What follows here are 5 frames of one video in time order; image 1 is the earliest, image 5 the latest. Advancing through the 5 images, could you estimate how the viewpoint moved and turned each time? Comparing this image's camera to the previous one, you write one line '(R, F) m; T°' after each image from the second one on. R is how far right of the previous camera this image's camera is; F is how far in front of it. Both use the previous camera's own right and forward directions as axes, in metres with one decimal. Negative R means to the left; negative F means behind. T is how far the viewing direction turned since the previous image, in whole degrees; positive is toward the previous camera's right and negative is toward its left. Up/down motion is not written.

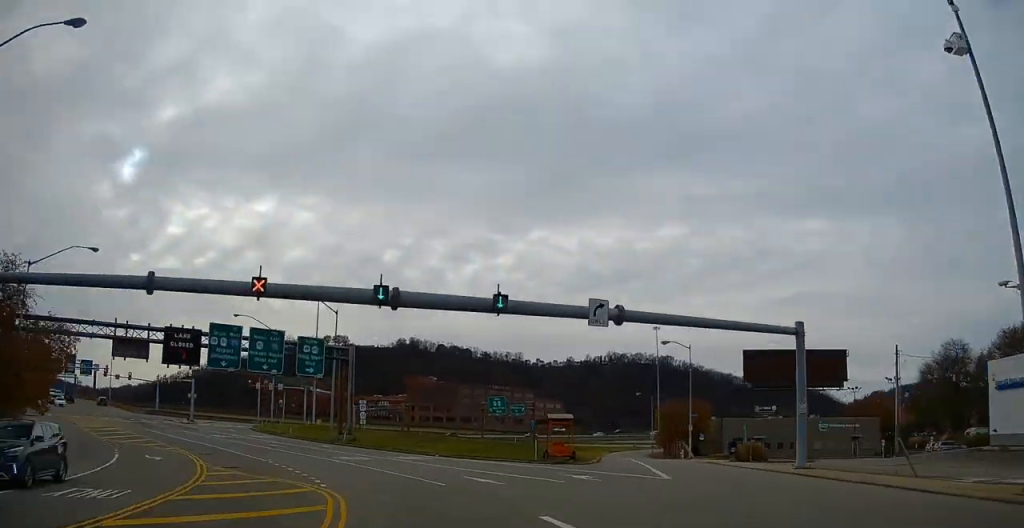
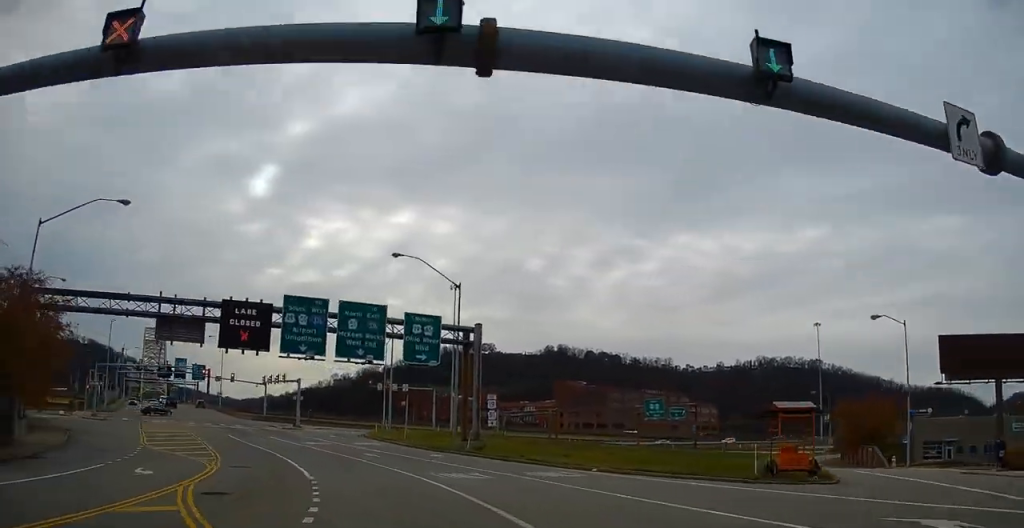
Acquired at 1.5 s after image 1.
(-0.9, +14.7) m; -9°
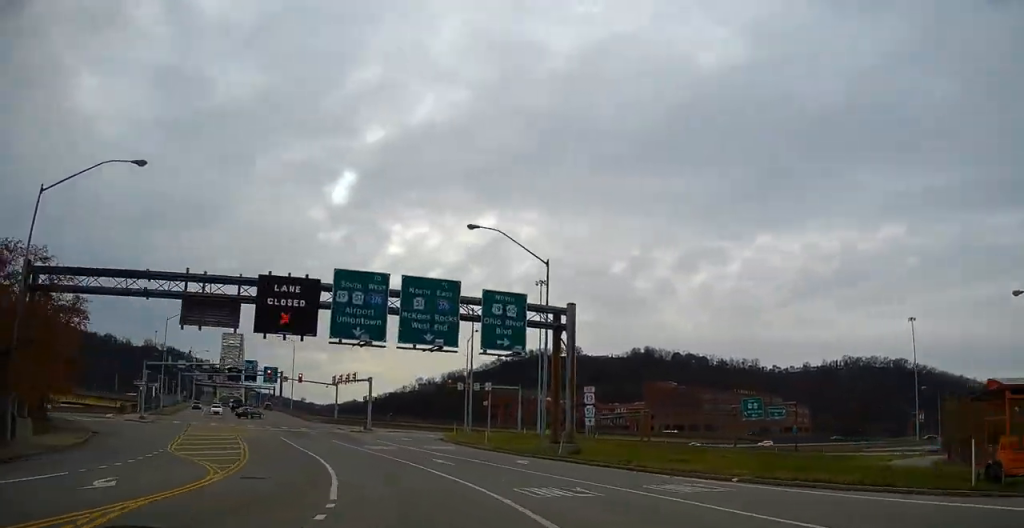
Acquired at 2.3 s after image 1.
(-0.5, +7.9) m; -8°
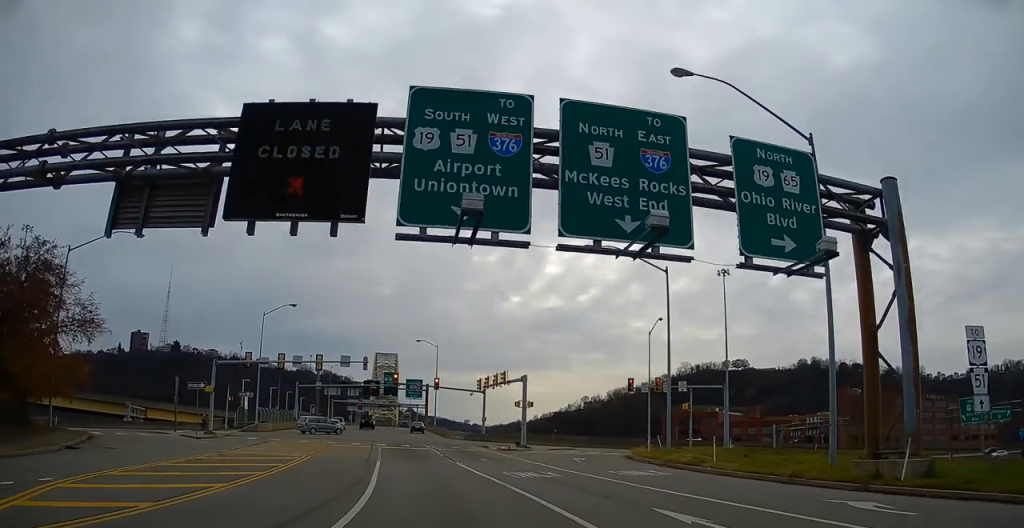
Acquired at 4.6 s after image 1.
(-2.6, +20.1) m; -15°
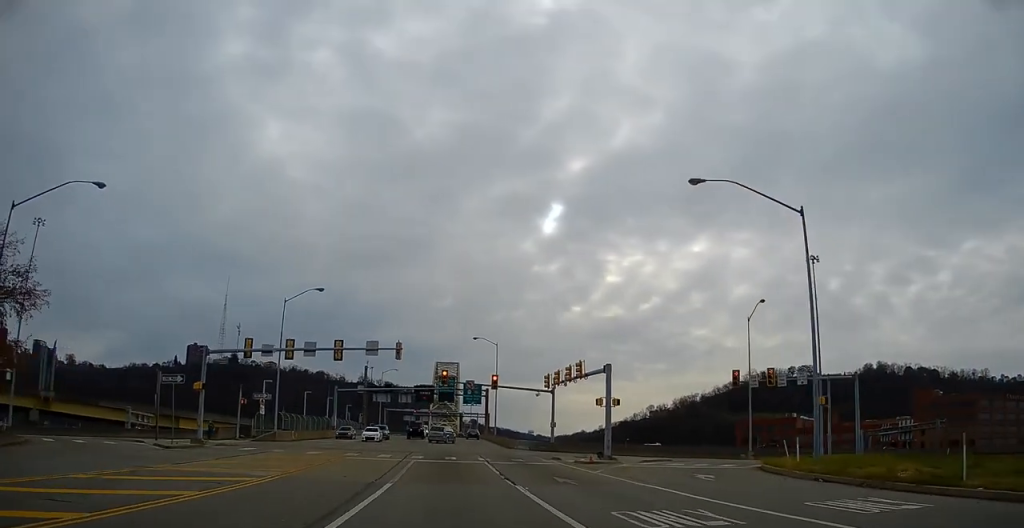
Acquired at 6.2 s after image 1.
(-1.6, +13.0) m; -9°
